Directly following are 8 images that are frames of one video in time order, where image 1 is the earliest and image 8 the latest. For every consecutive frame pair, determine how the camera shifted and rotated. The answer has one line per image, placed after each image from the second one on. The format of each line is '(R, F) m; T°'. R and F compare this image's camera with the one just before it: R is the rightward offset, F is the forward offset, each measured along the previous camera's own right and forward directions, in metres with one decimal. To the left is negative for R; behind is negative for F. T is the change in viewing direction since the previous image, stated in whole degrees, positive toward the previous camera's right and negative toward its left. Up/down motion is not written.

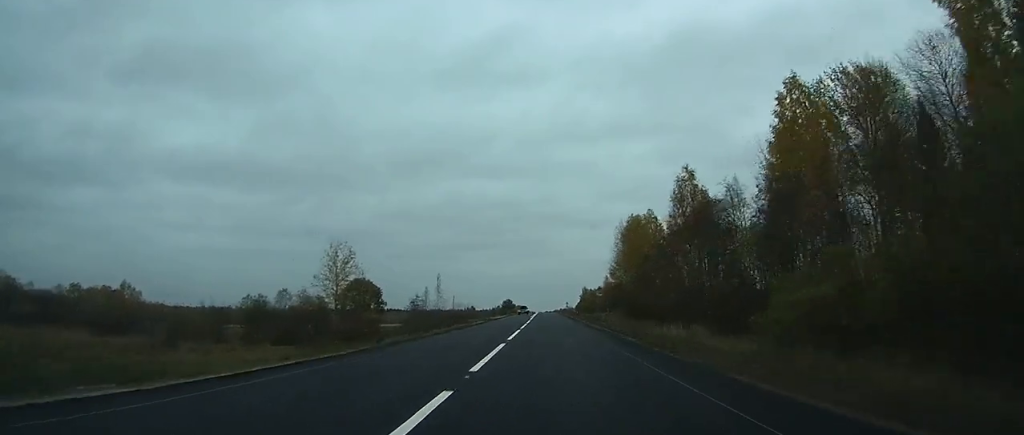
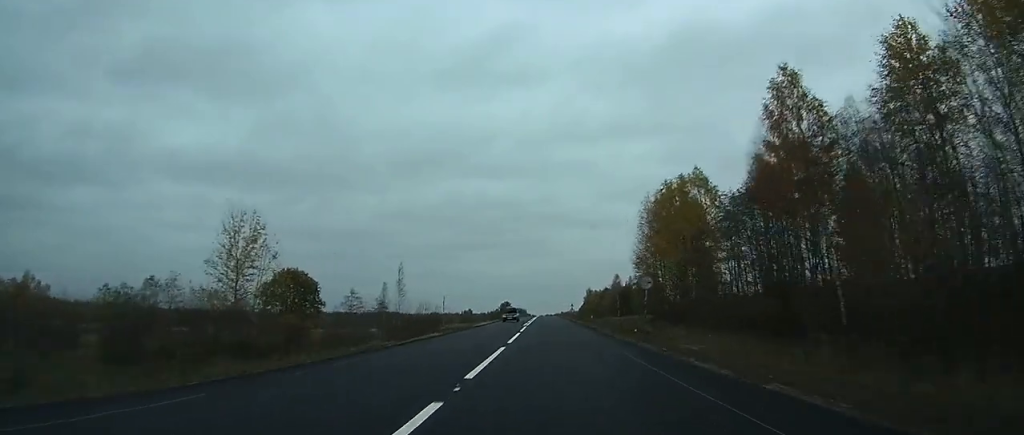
(0.0, +24.8) m; 0°
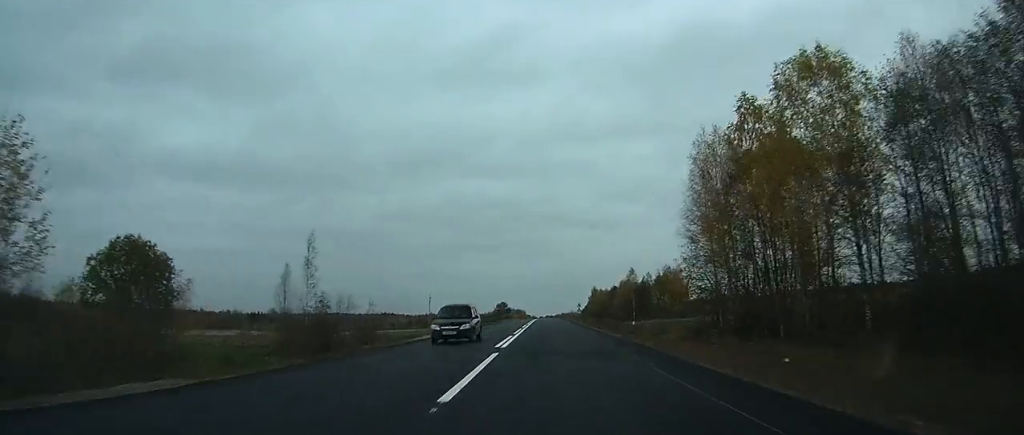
(0.0, +28.2) m; 0°
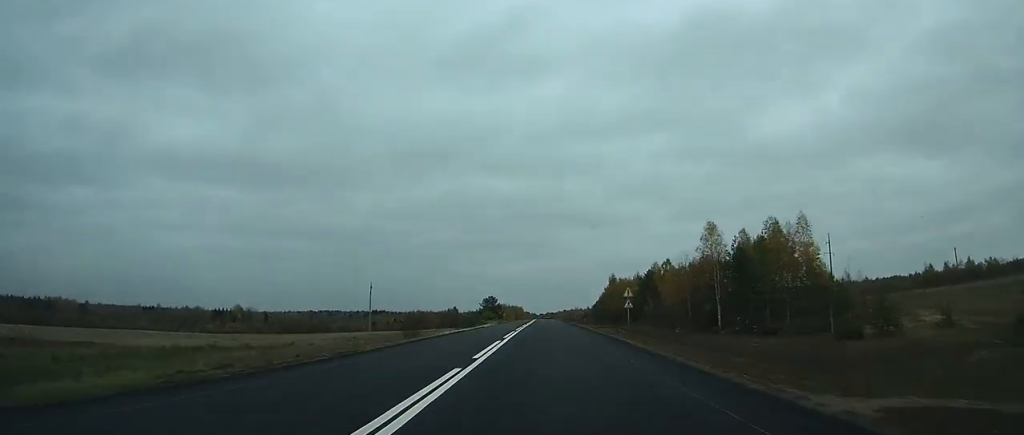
(0.0, +67.8) m; 0°
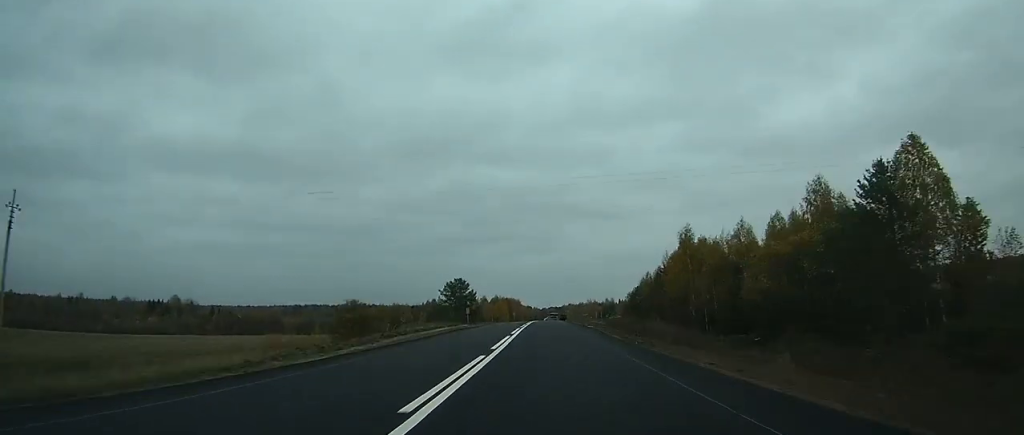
(-0.6, +91.8) m; -1°
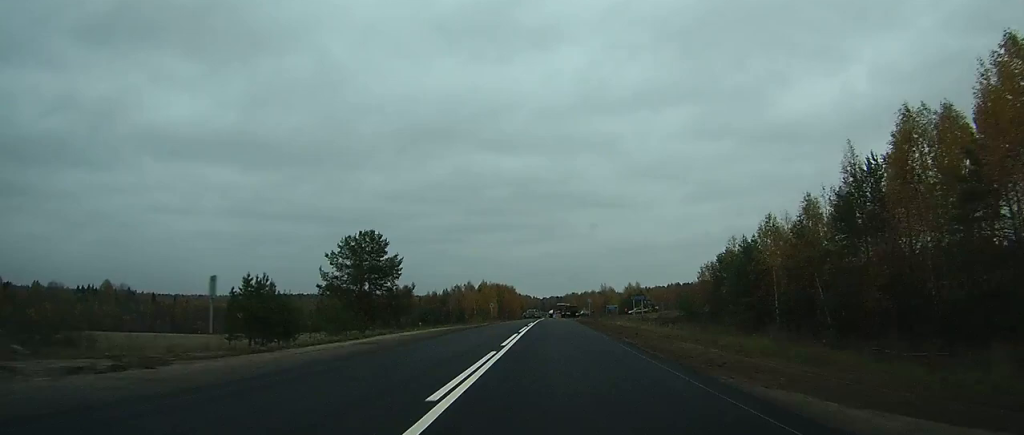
(-0.2, +65.1) m; 0°
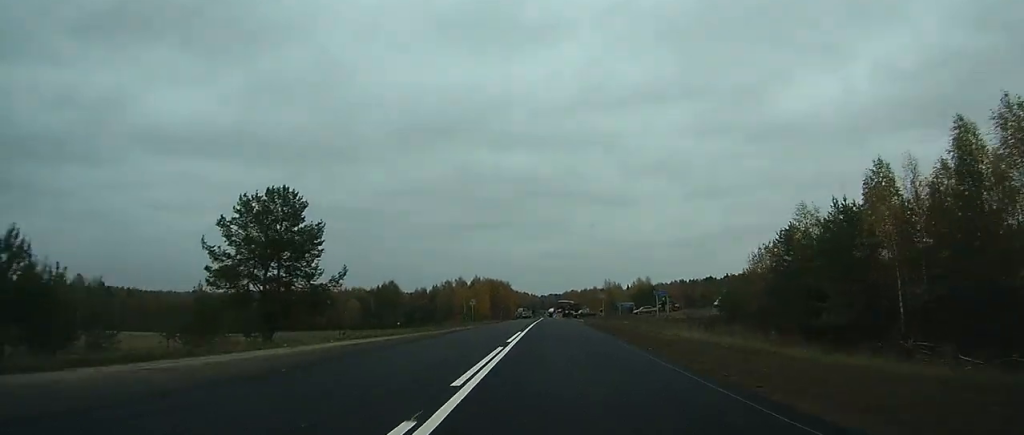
(0.0, +21.9) m; 0°
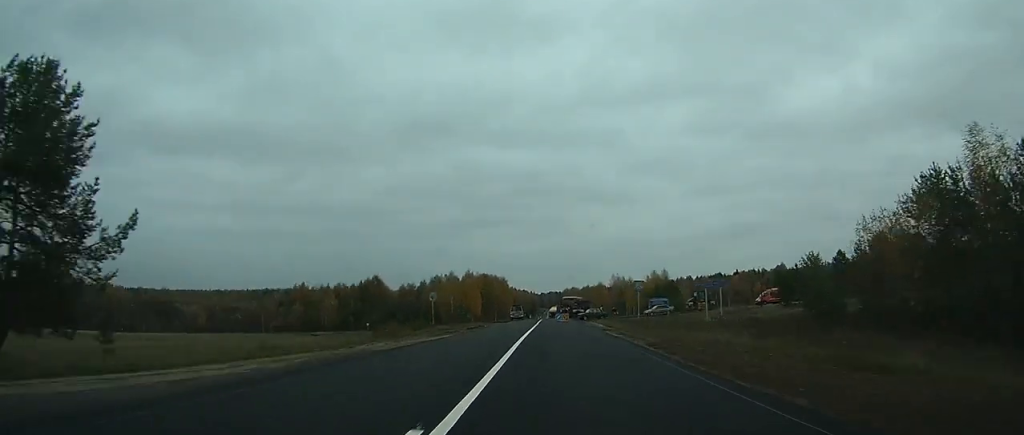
(0.0, +25.6) m; 0°
